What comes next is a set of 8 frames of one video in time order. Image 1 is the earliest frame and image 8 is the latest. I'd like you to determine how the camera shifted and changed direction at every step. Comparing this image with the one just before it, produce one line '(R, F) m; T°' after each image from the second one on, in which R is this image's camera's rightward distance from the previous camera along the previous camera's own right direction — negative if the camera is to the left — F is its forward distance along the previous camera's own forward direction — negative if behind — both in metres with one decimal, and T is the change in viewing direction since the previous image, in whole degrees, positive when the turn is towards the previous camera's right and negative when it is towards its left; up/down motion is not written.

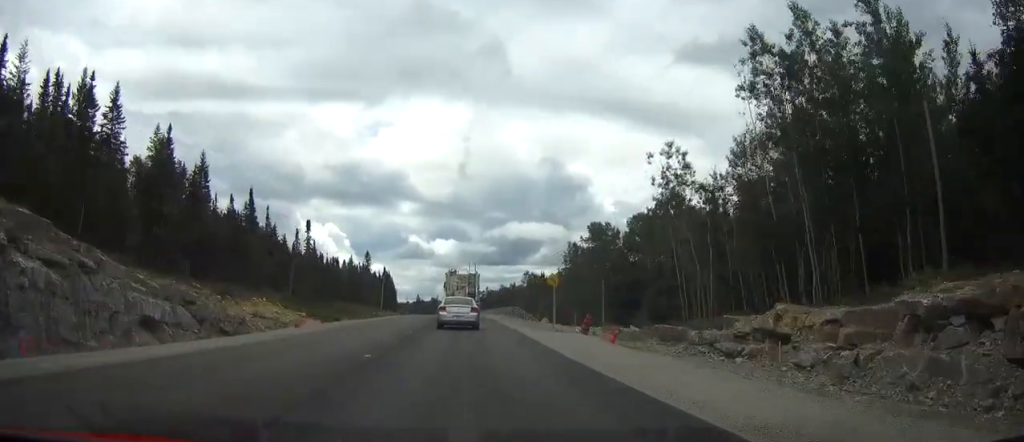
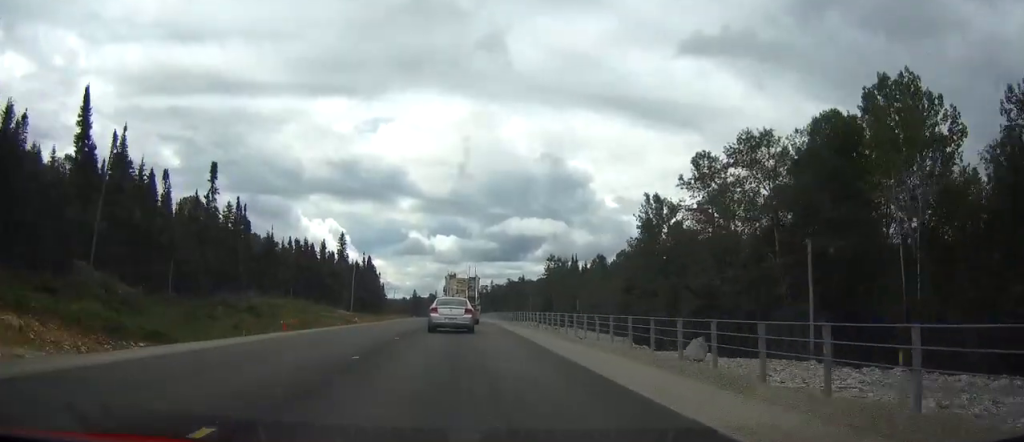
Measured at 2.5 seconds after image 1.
(-0.1, +54.3) m; 0°
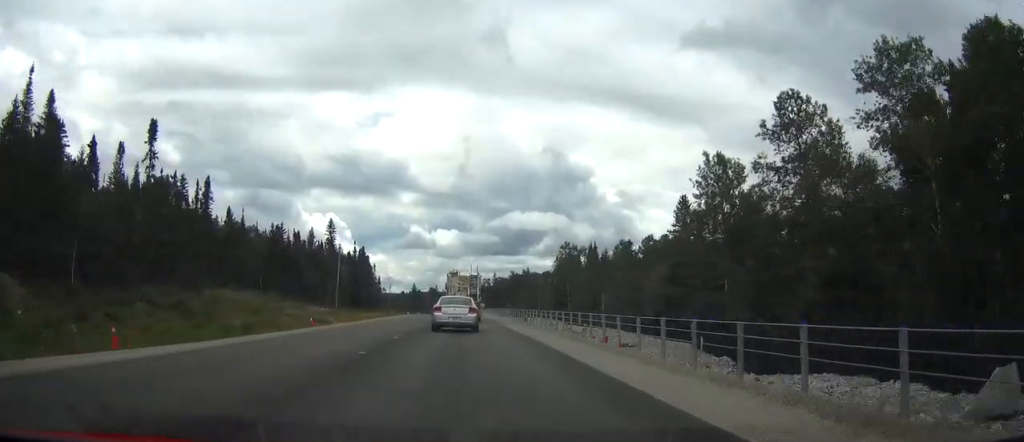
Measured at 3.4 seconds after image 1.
(0.0, +18.7) m; 0°
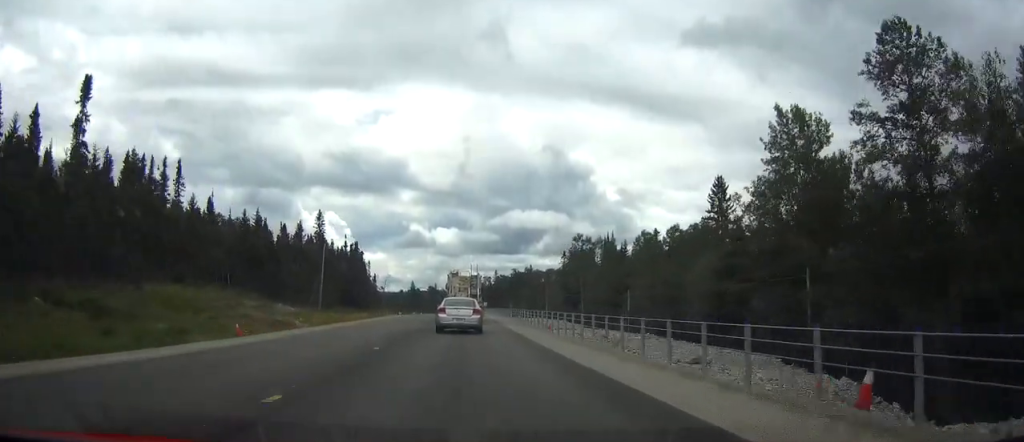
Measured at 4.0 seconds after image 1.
(0.0, +14.3) m; 0°
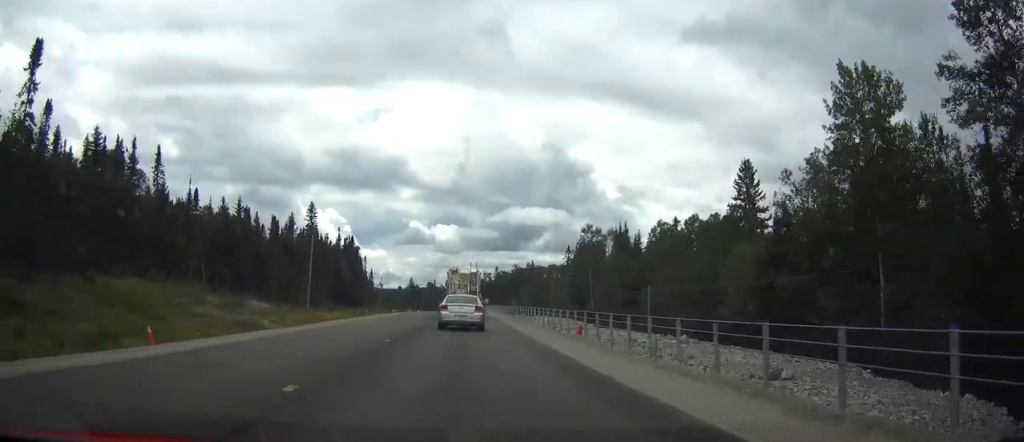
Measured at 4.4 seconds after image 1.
(0.0, +8.5) m; 0°
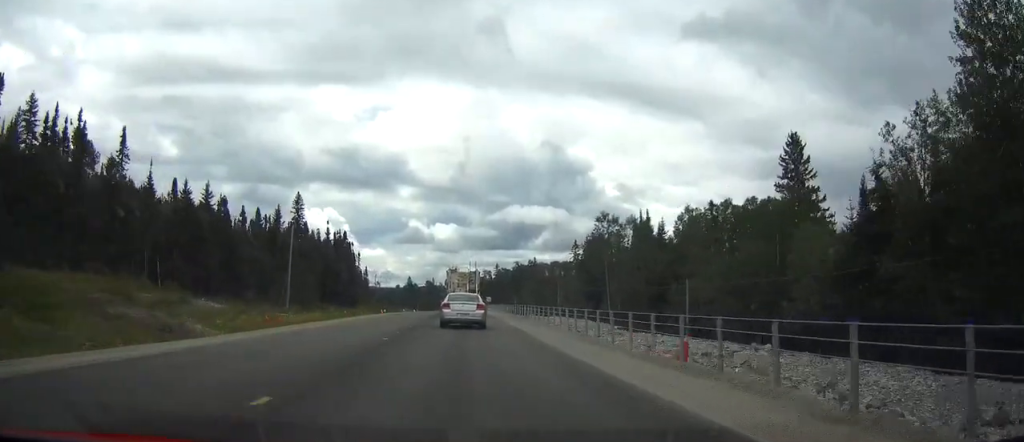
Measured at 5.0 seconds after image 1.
(0.0, +12.1) m; 0°
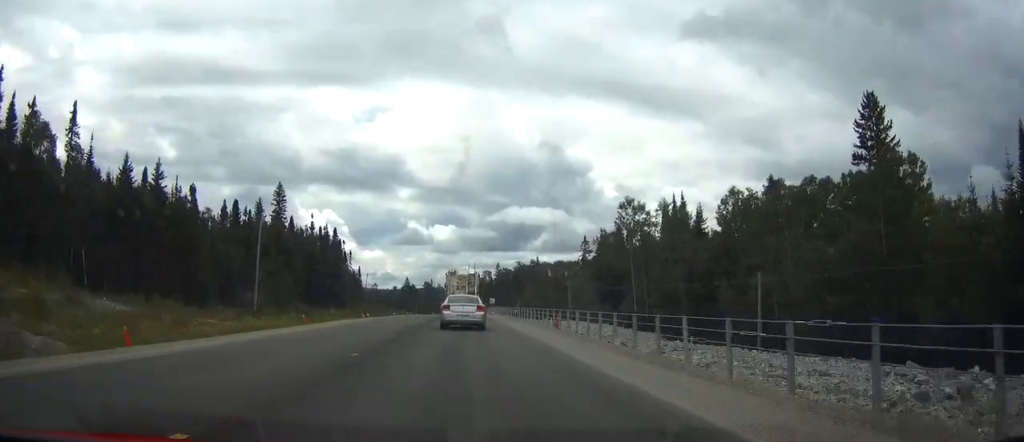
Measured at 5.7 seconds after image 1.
(0.0, +14.1) m; 0°
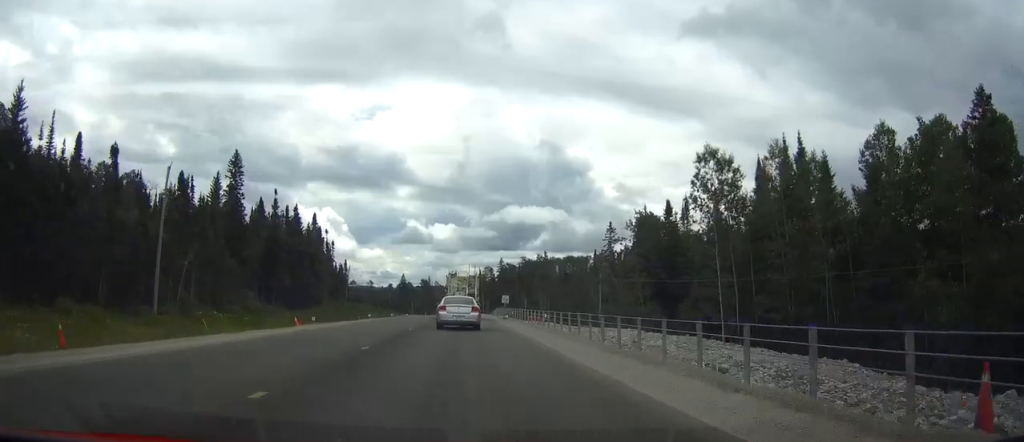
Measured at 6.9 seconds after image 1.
(0.0, +26.2) m; 0°
